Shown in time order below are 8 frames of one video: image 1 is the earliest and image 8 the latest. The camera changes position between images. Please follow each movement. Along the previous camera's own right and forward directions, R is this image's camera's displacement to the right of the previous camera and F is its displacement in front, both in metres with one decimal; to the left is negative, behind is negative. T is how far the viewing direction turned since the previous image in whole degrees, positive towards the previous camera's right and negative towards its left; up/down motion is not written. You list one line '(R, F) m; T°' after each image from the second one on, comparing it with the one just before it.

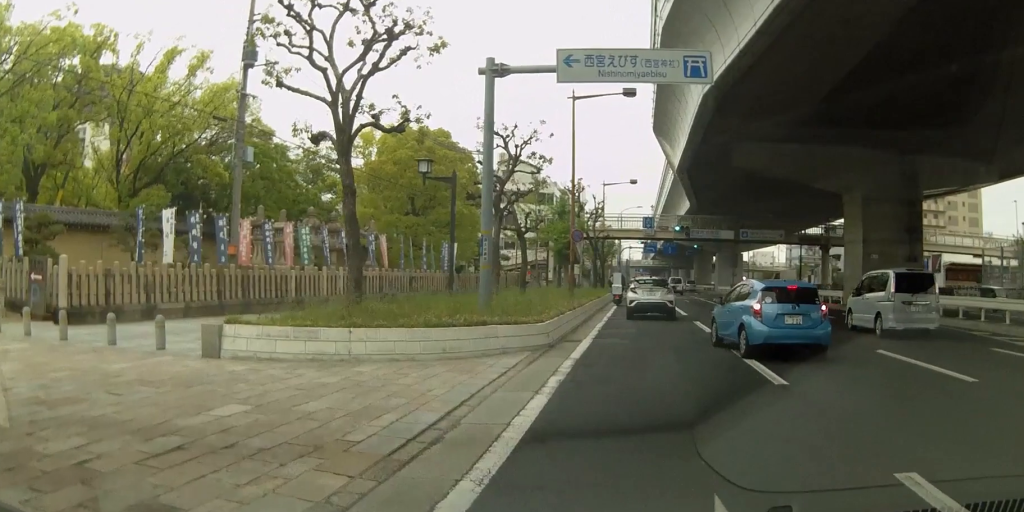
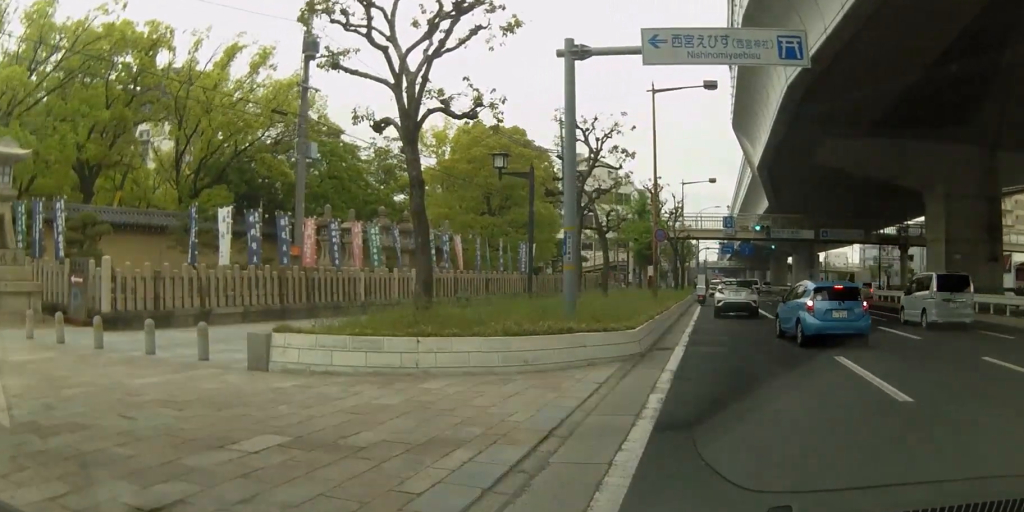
(0.0, +1.9) m; -7°
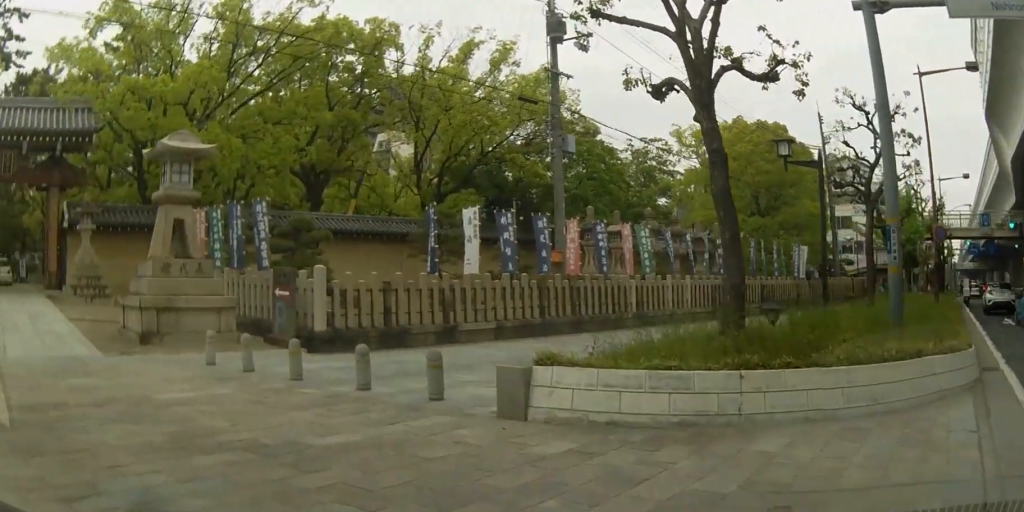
(-0.7, +3.9) m; -20°
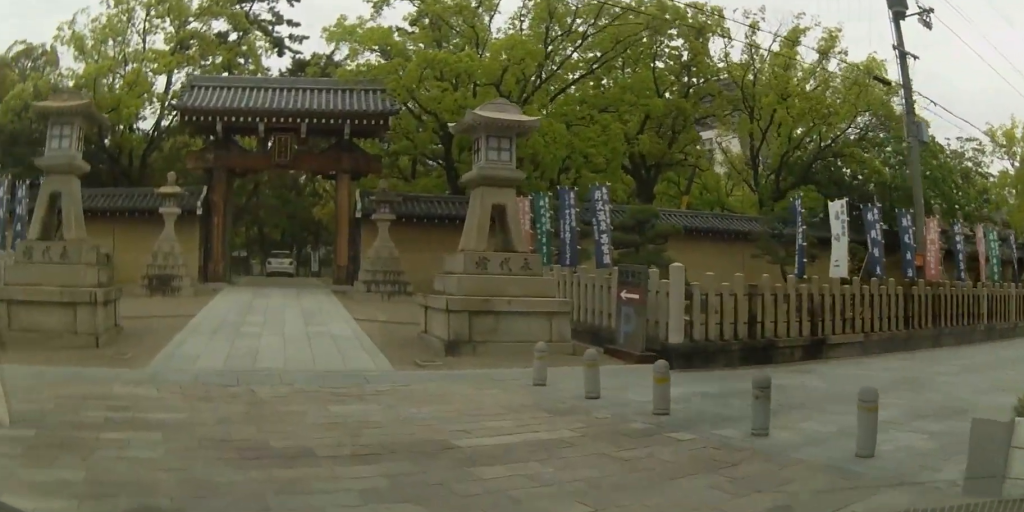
(-0.6, +3.6) m; -22°
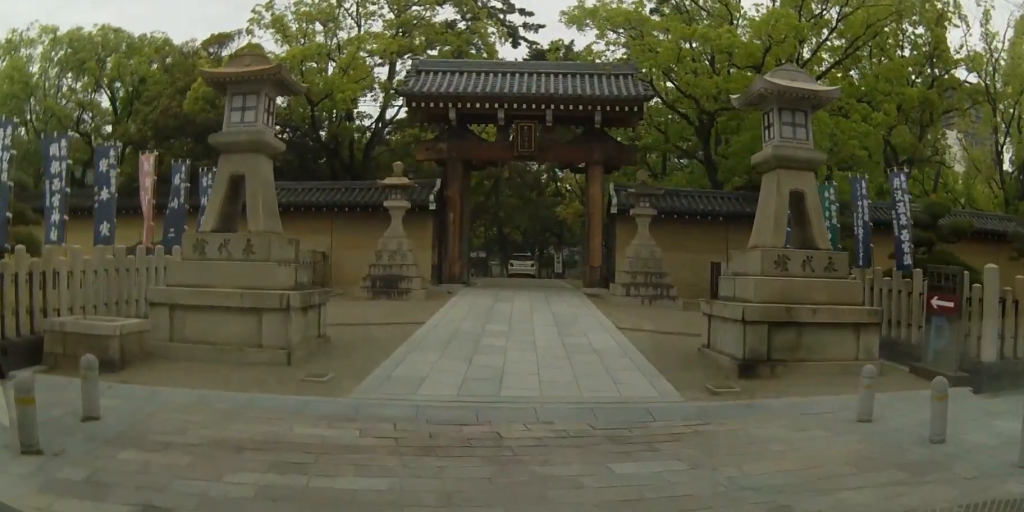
(-0.6, +3.2) m; -19°
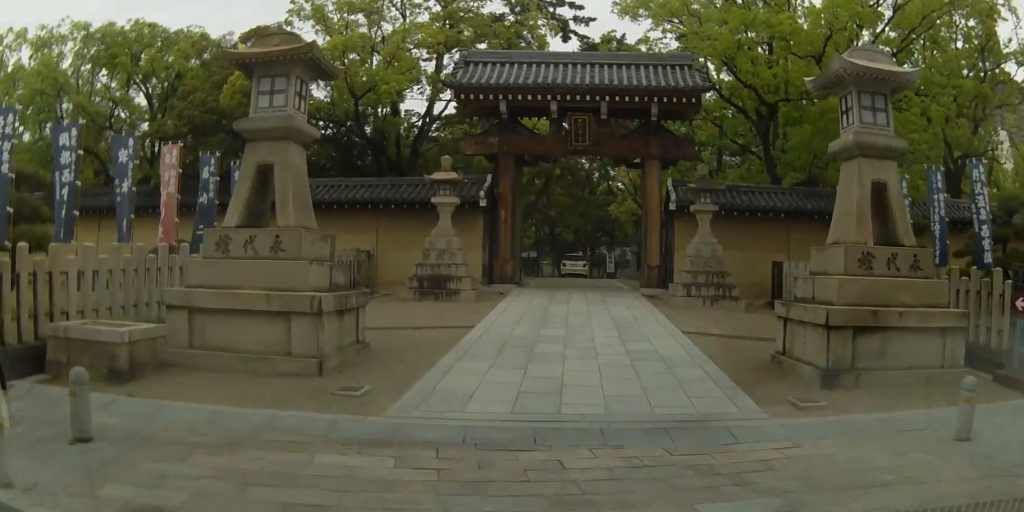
(-0.1, +1.4) m; -3°
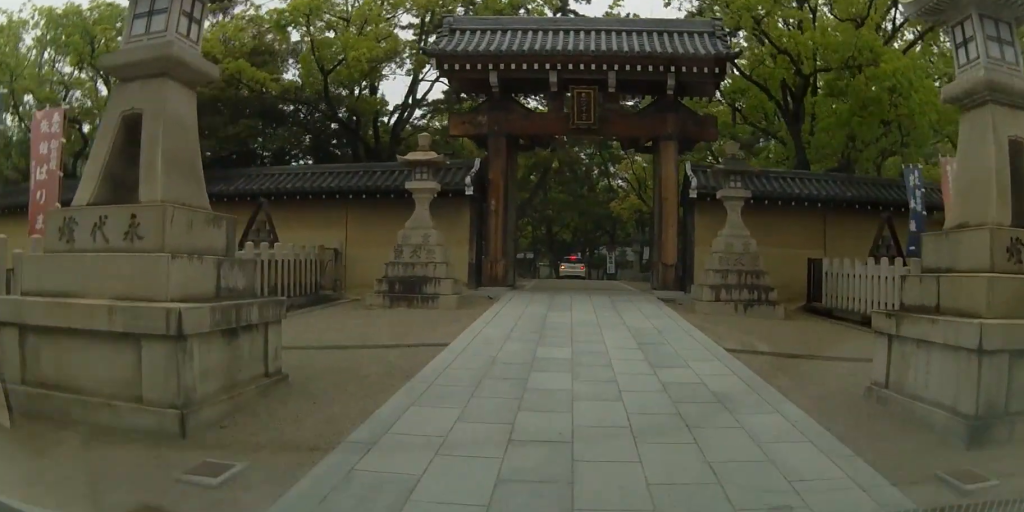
(0.0, +4.5) m; +5°
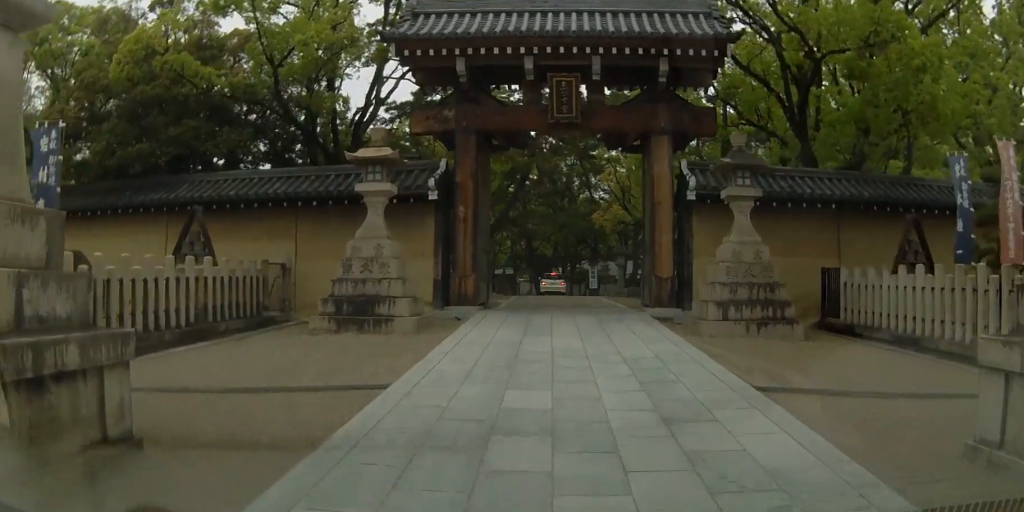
(+0.2, +3.1) m; +6°
